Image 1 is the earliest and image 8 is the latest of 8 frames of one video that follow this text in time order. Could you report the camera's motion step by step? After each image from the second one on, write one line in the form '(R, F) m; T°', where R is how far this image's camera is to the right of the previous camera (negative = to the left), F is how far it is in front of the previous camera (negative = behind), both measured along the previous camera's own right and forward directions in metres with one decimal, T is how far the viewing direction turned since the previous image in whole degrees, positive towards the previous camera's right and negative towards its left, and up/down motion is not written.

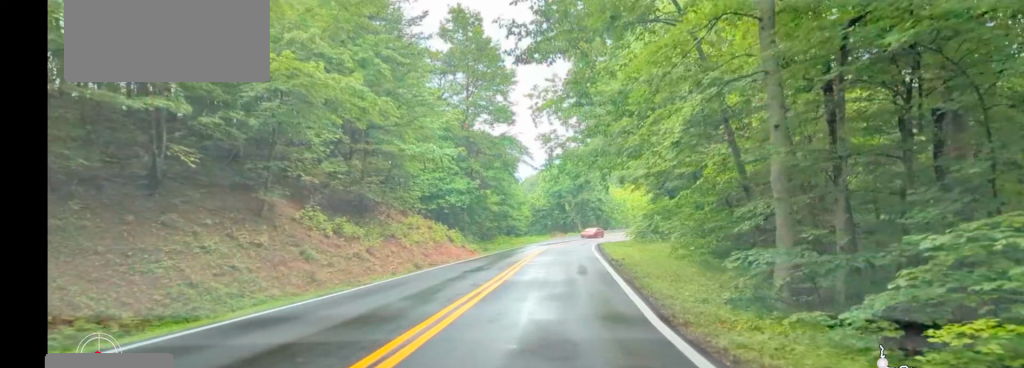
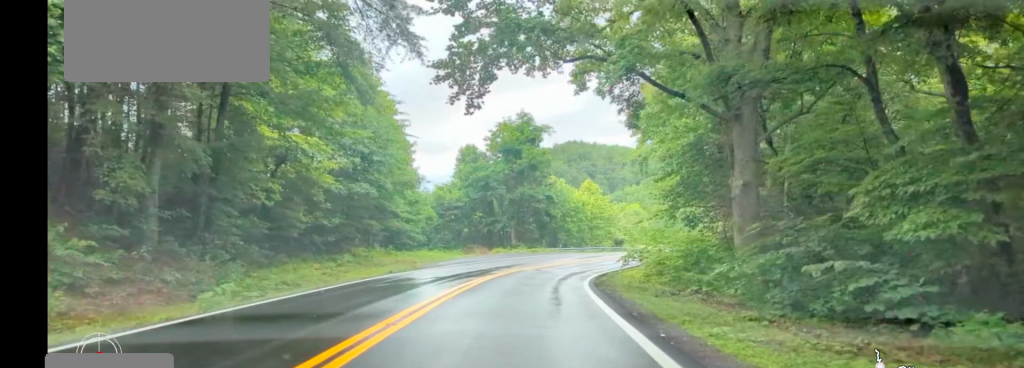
(+0.1, +38.6) m; +1°
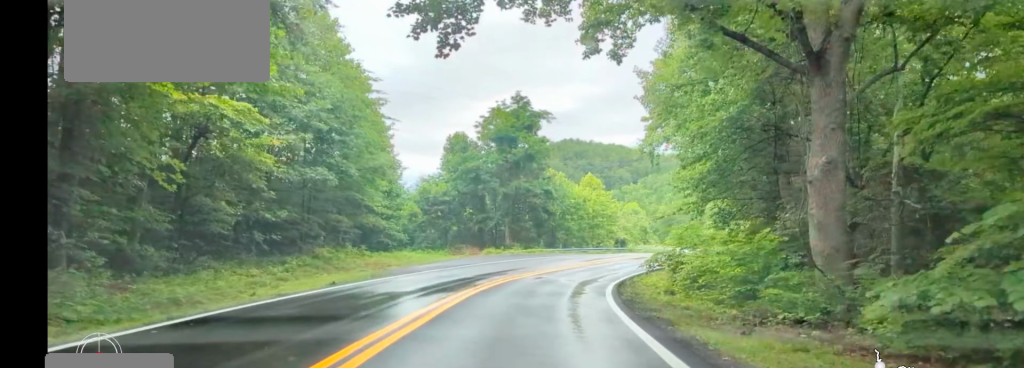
(-0.1, +6.2) m; +2°
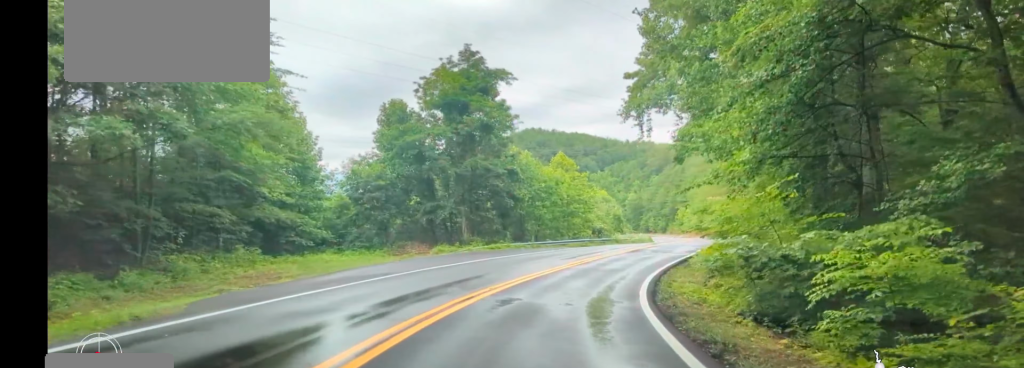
(+0.4, +11.7) m; +6°
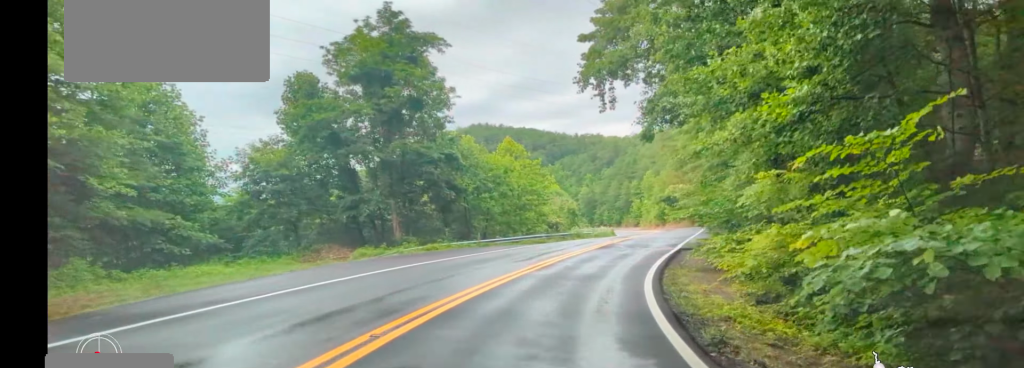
(0.0, +7.1) m; +5°
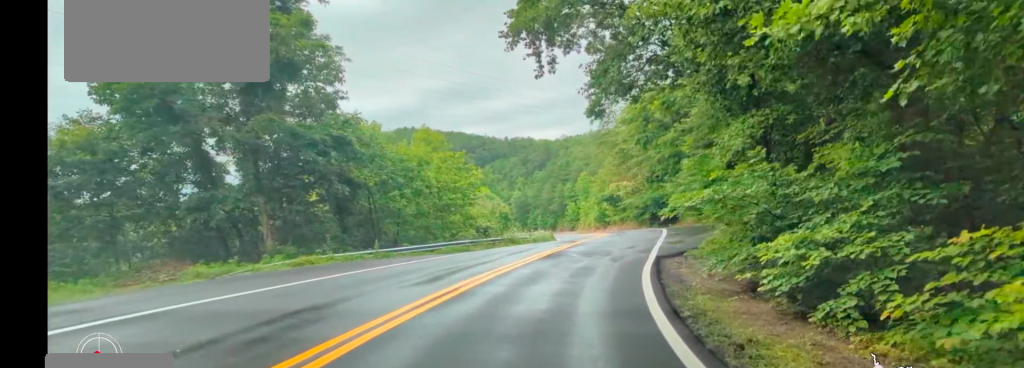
(+0.9, +8.6) m; +4°
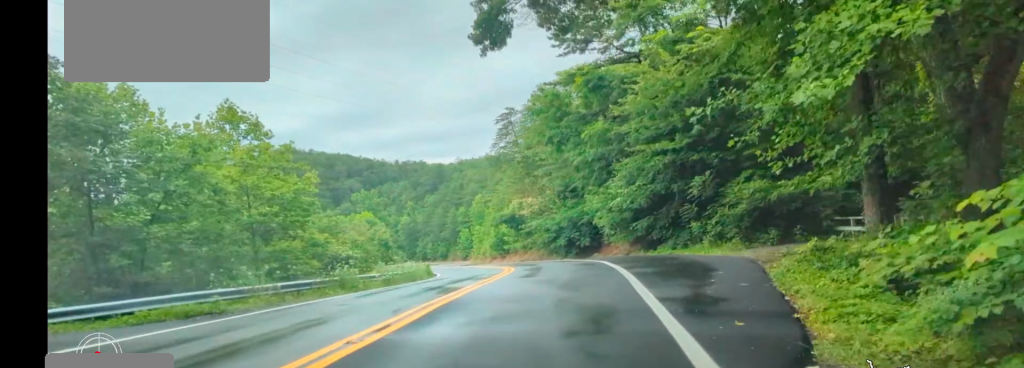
(+0.5, +14.7) m; +6°
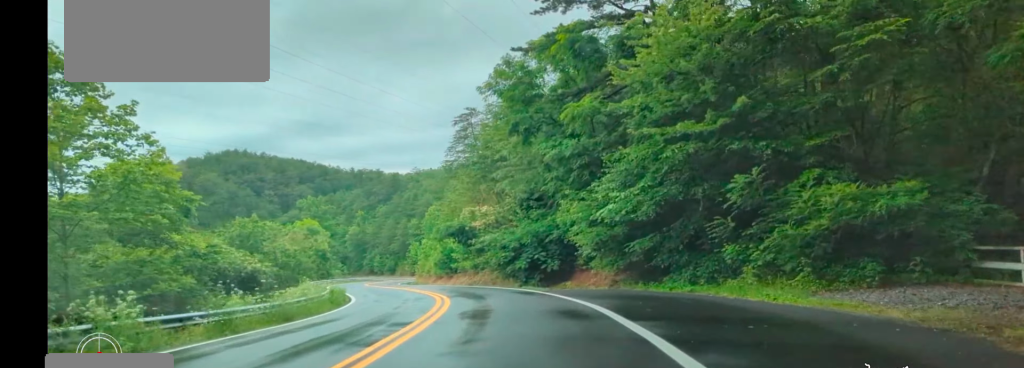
(+0.5, +10.0) m; +3°
